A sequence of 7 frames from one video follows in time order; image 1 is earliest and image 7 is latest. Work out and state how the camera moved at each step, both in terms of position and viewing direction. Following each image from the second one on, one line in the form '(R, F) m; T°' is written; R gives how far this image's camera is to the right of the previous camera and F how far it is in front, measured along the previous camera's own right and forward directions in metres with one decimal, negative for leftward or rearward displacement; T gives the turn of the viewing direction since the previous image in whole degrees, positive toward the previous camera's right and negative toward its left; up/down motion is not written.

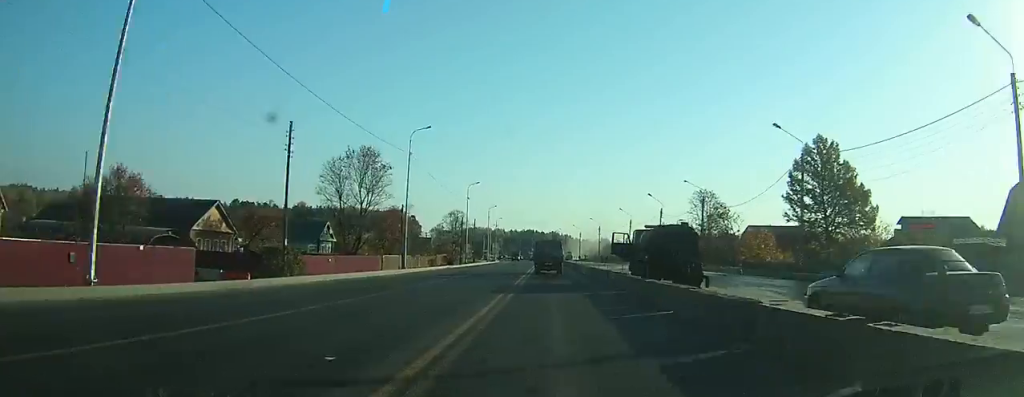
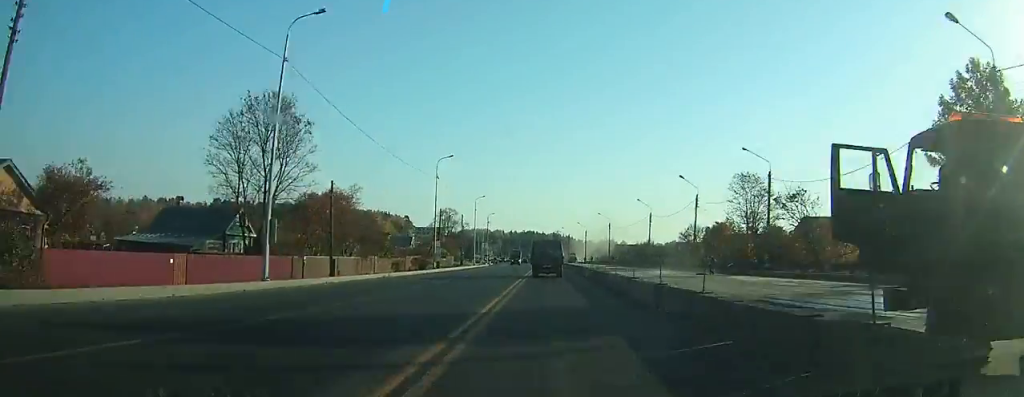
(0.0, +23.6) m; 0°
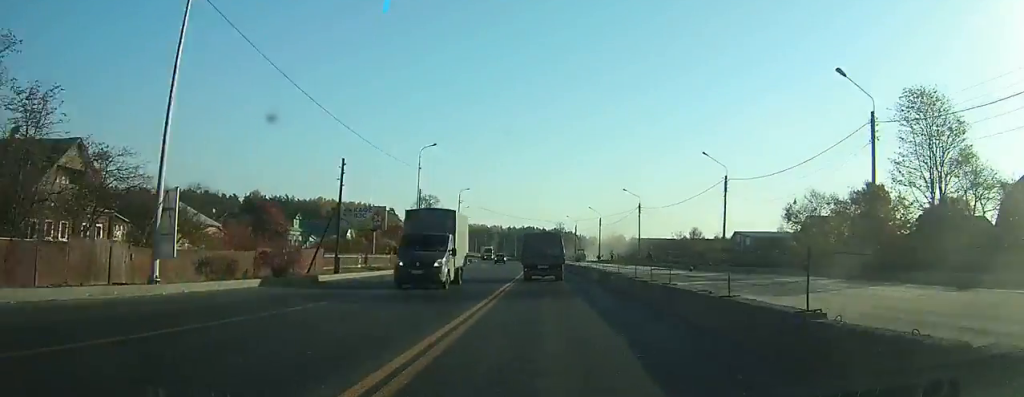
(-0.1, +42.0) m; -1°
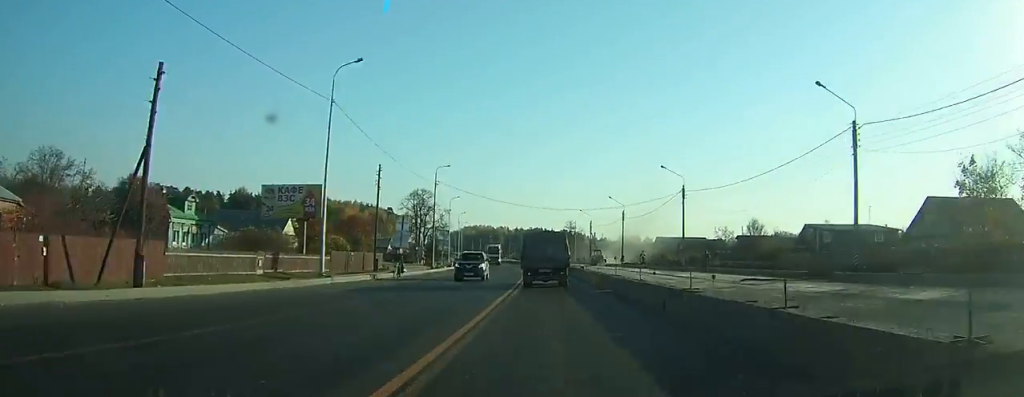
(-0.2, +24.9) m; -1°
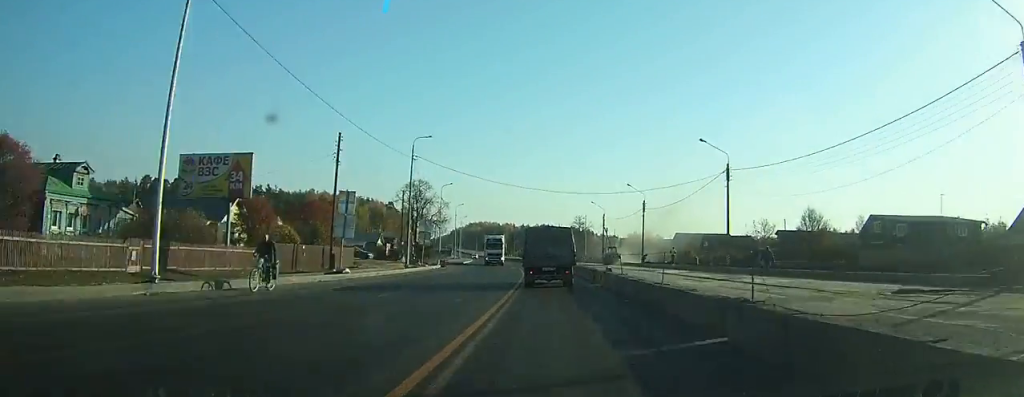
(-0.1, +14.1) m; 0°
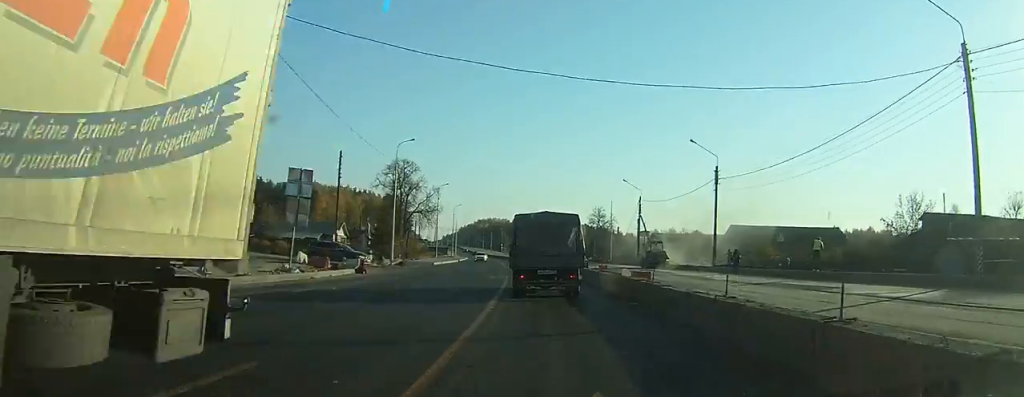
(-0.3, +31.1) m; -1°
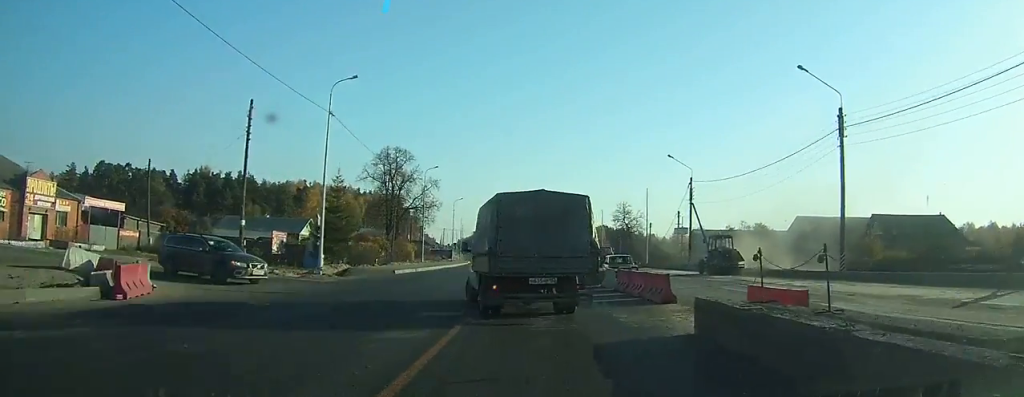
(-0.2, +23.8) m; -2°
